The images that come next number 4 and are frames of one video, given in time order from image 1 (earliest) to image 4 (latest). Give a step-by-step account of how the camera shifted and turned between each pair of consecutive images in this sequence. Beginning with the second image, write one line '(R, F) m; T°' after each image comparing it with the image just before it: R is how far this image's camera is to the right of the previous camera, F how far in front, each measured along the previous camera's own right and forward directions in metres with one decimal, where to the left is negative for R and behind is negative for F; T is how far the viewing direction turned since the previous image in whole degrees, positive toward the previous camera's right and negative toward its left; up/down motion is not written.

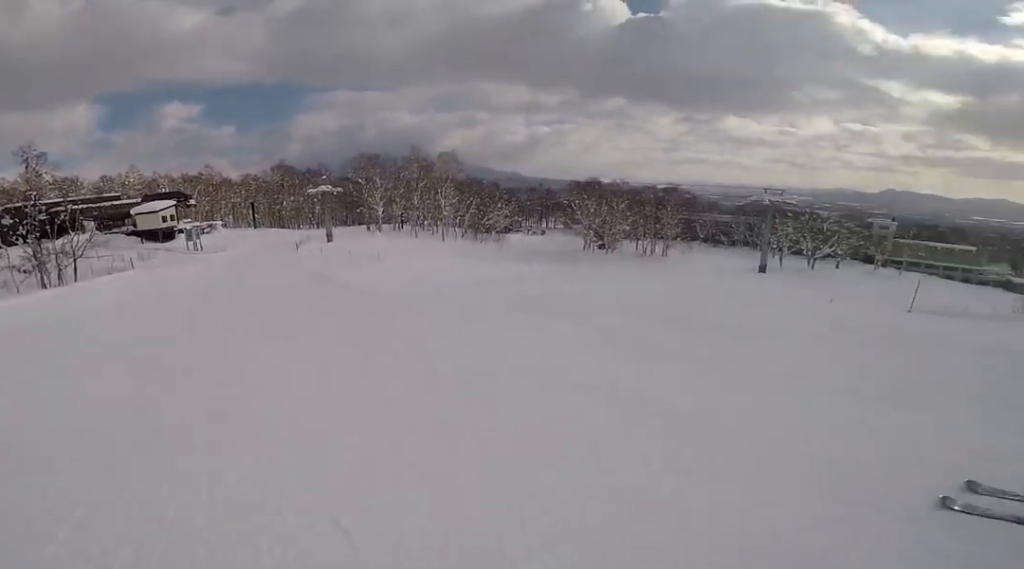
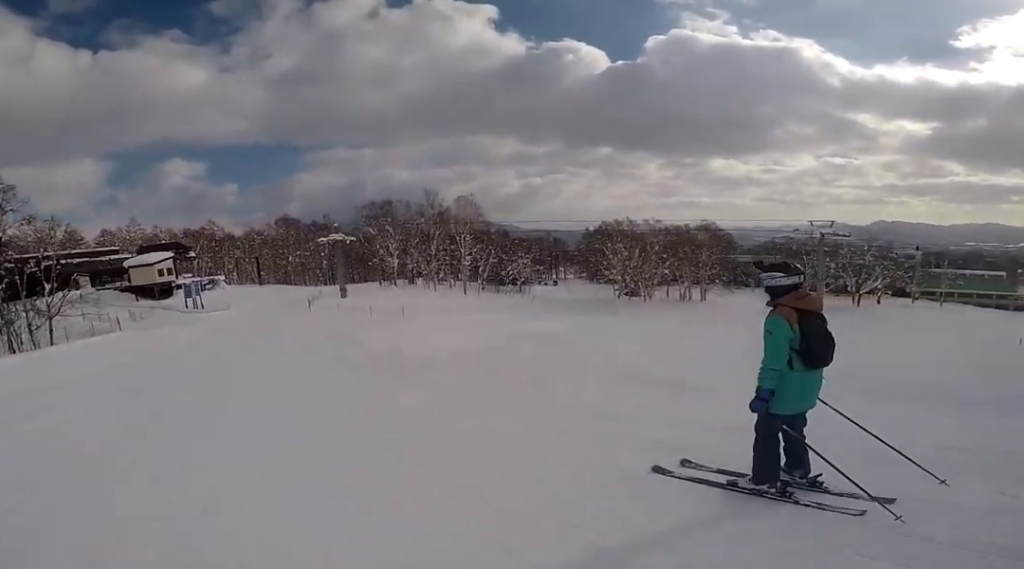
(+0.1, +8.8) m; -2°
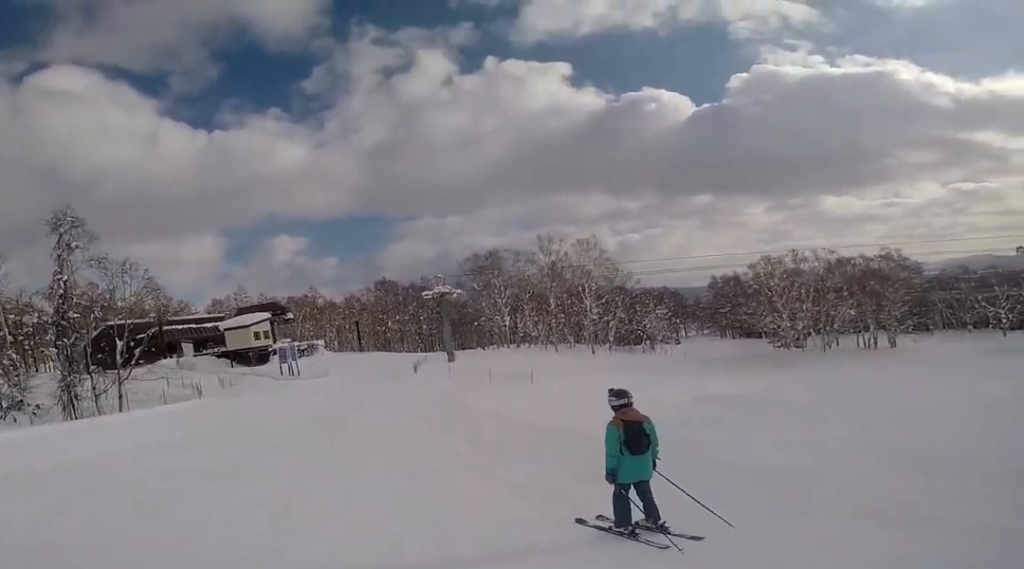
(-0.8, +10.1) m; -7°
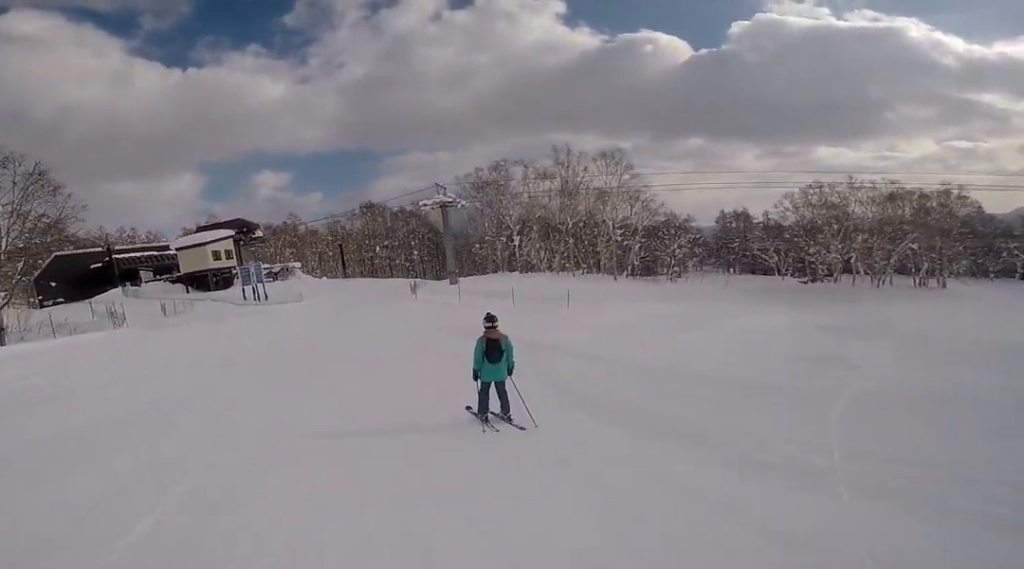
(-0.1, +9.4) m; +5°
